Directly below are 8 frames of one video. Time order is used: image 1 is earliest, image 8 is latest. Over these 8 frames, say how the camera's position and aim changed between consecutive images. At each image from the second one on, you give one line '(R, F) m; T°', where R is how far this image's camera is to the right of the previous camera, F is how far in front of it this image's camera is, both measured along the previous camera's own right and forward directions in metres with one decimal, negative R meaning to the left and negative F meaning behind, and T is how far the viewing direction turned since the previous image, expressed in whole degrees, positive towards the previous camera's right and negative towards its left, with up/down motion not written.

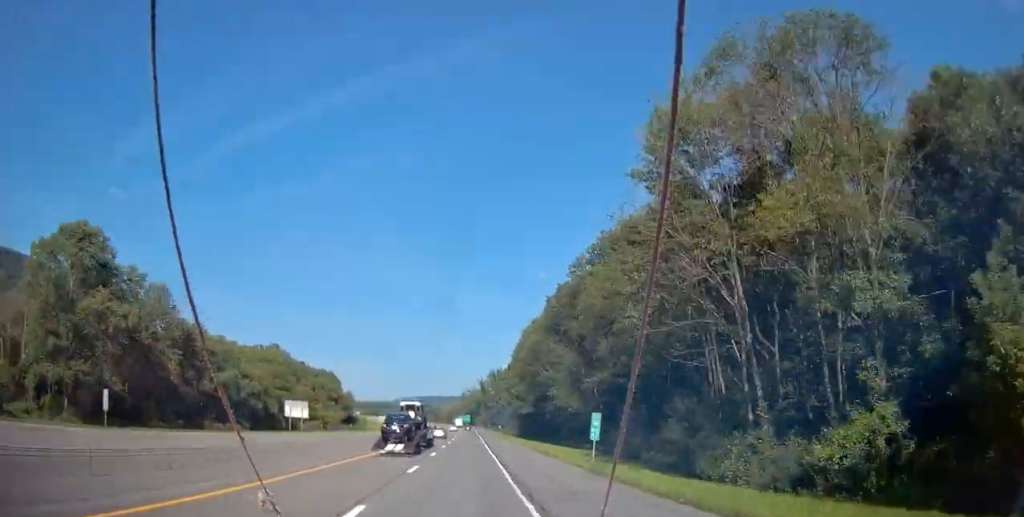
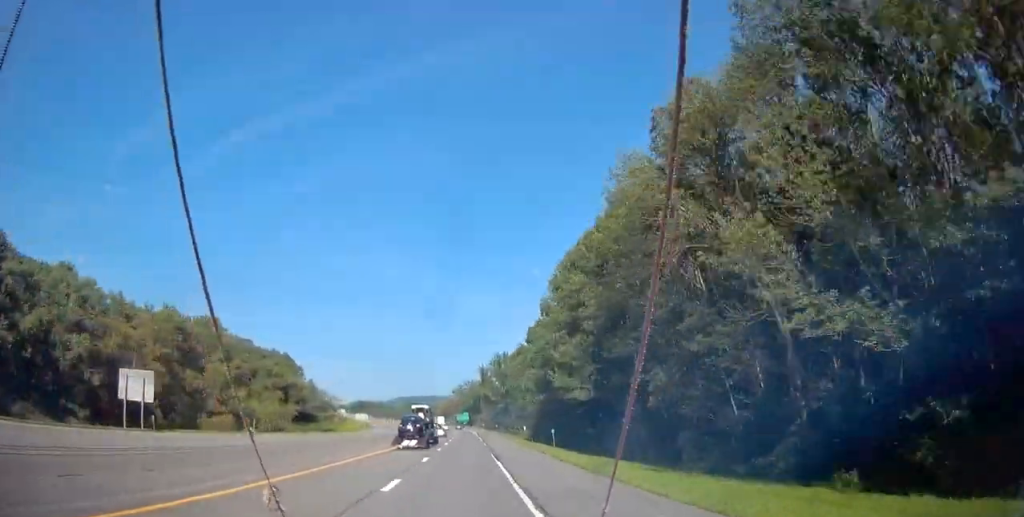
(-0.2, +54.9) m; -1°
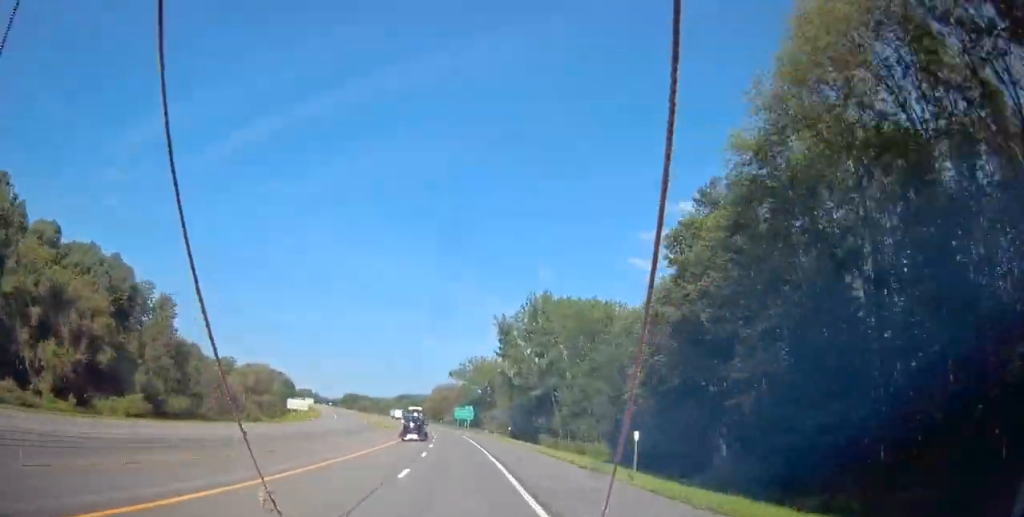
(-0.6, +93.9) m; -2°
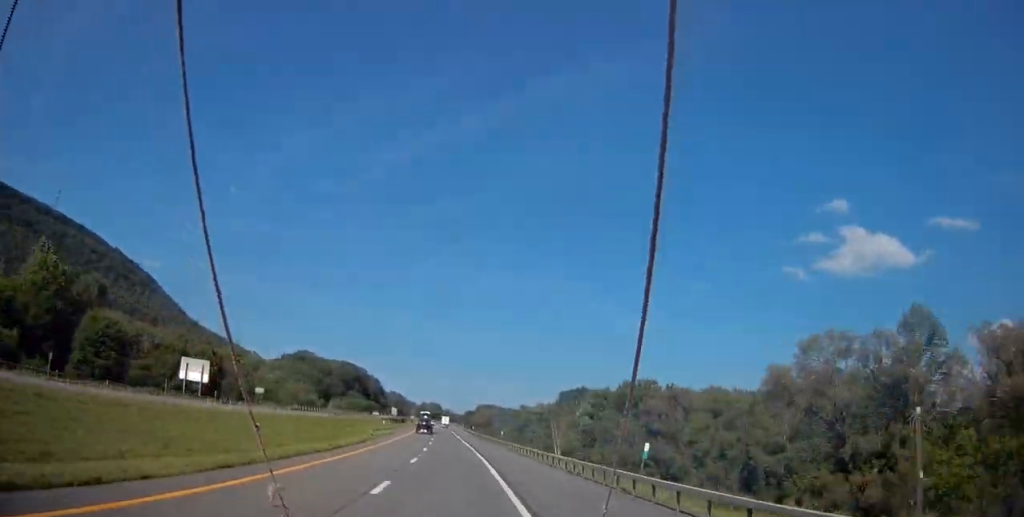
(-27.5, +246.4) m; -13°
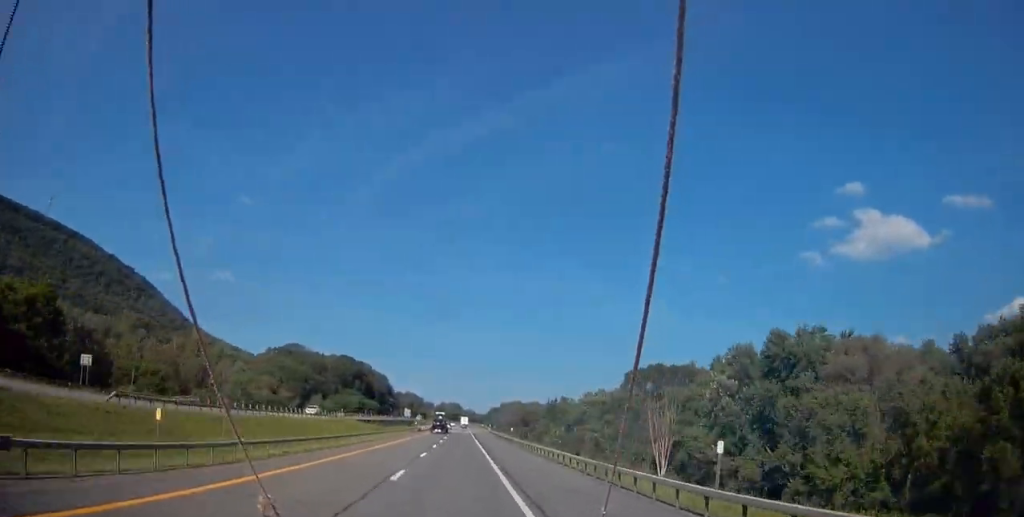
(-2.1, +57.9) m; -2°
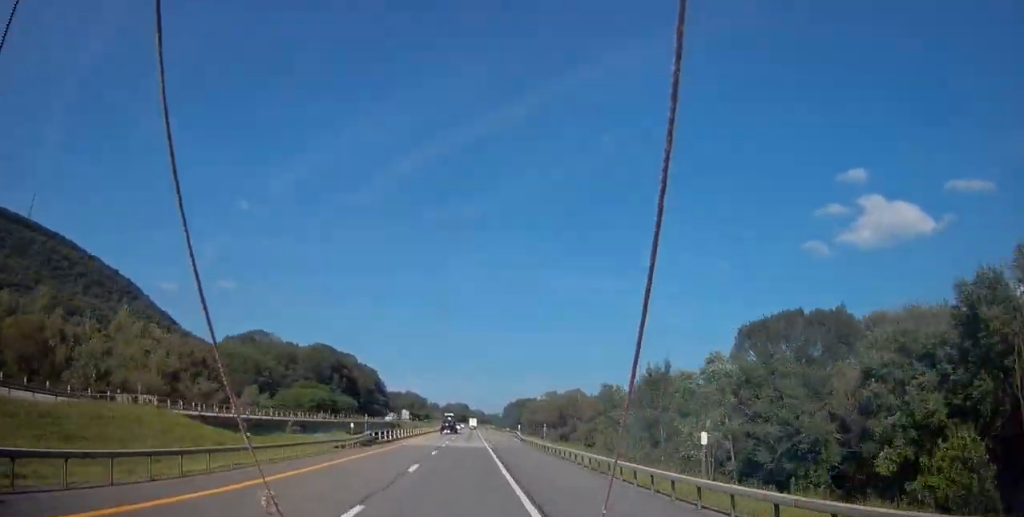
(-0.7, +57.4) m; -1°
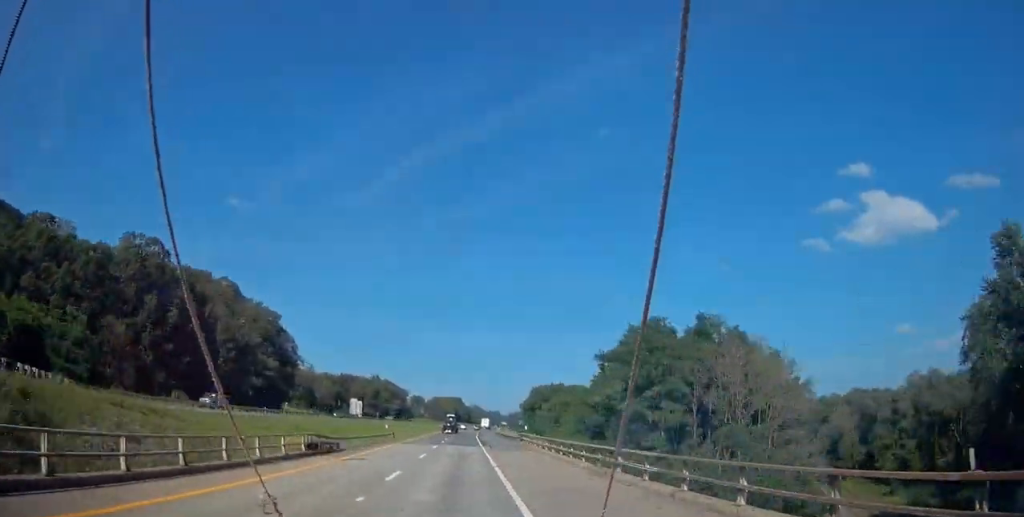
(-0.3, +132.4) m; +1°
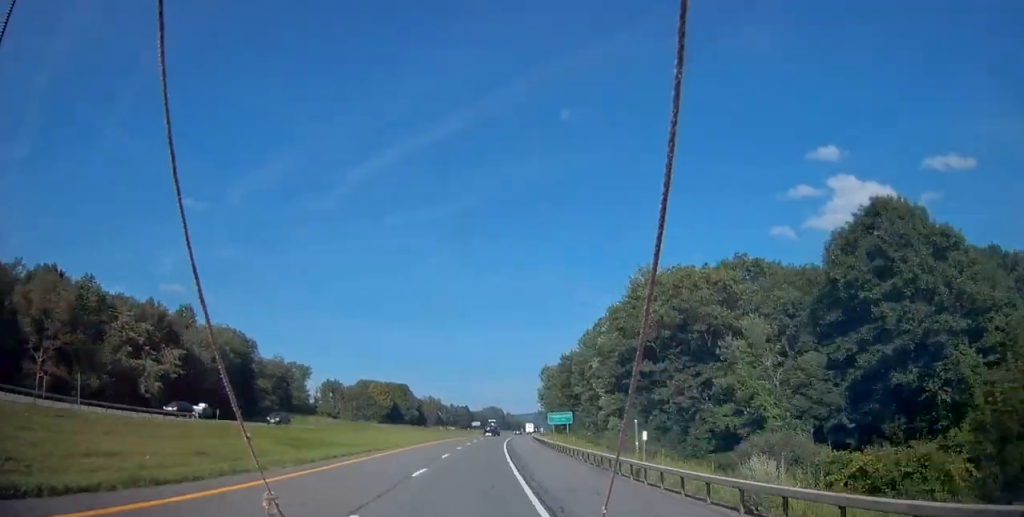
(+6.1, +194.2) m; +5°
